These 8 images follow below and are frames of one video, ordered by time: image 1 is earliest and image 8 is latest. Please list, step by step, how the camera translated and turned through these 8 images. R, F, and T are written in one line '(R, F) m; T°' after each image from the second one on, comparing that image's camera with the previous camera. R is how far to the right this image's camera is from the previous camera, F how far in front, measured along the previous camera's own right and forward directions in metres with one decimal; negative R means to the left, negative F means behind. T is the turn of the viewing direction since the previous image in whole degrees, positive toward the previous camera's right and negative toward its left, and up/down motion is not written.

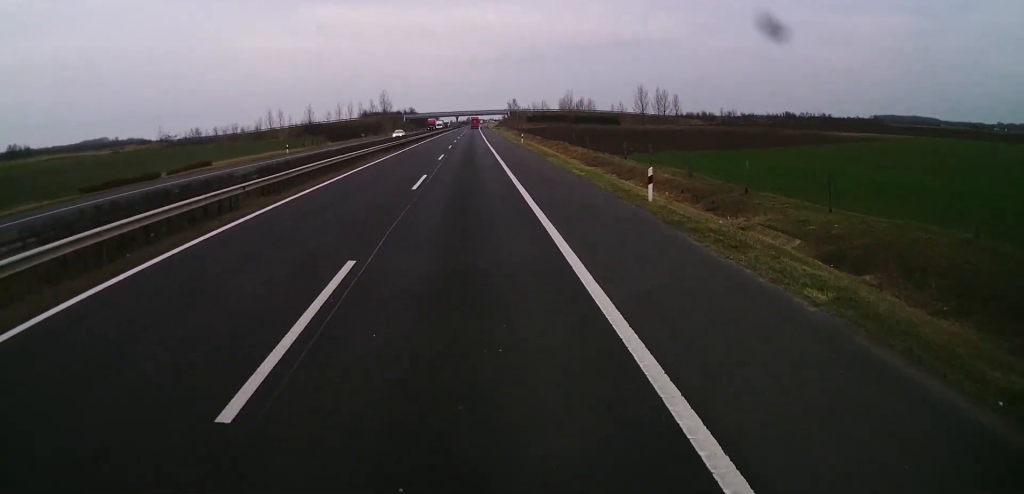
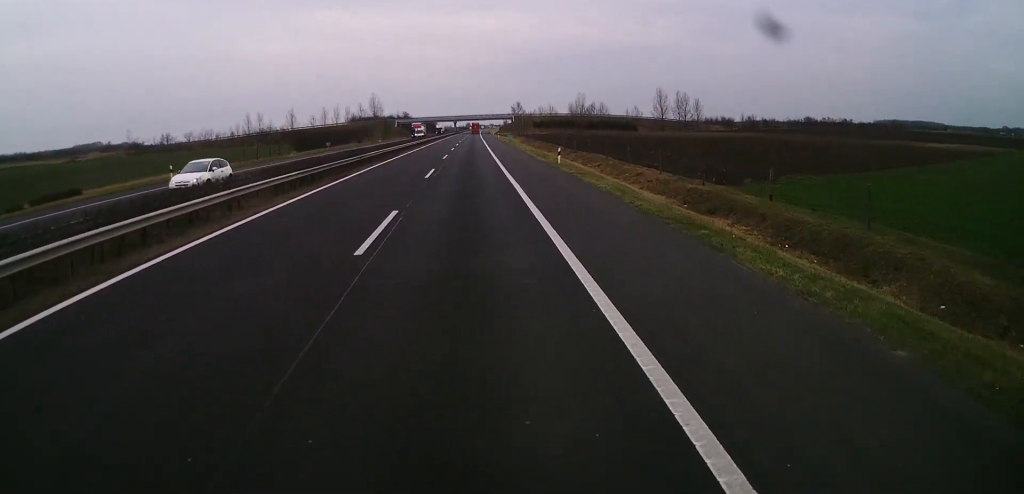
(-0.1, +29.3) m; -1°
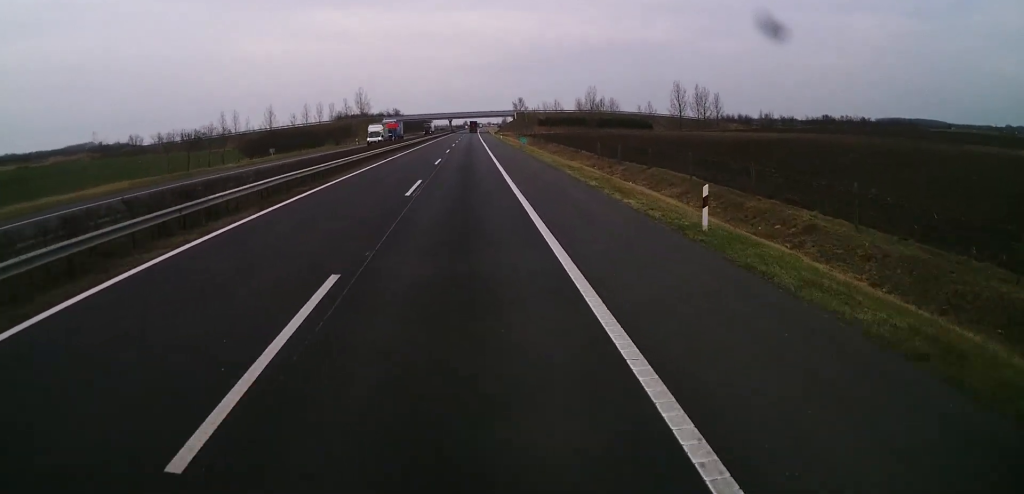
(0.0, +25.4) m; +1°
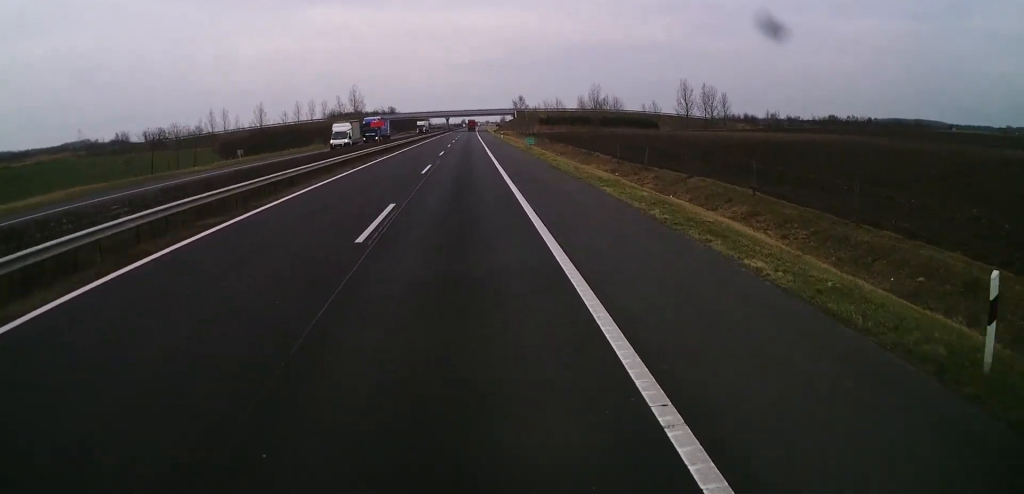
(+0.1, +9.2) m; 0°
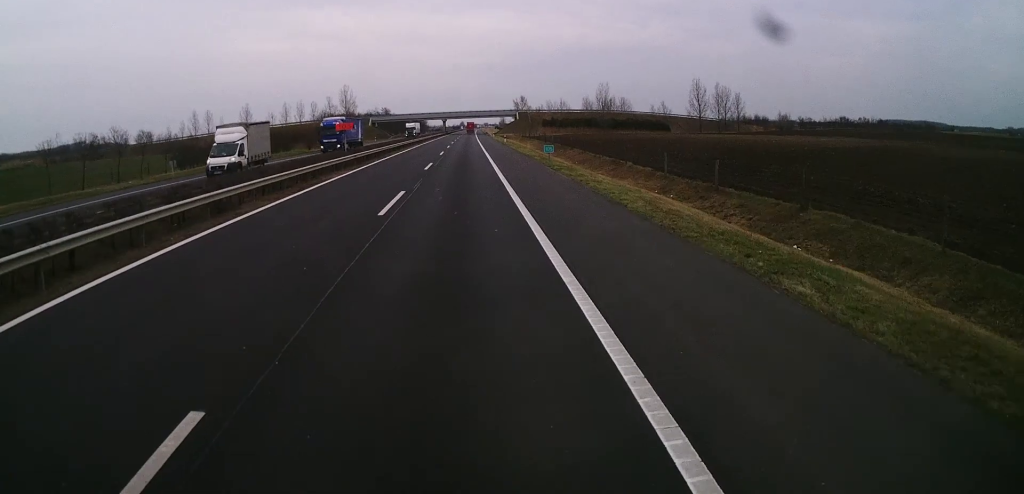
(+0.1, +13.9) m; 0°
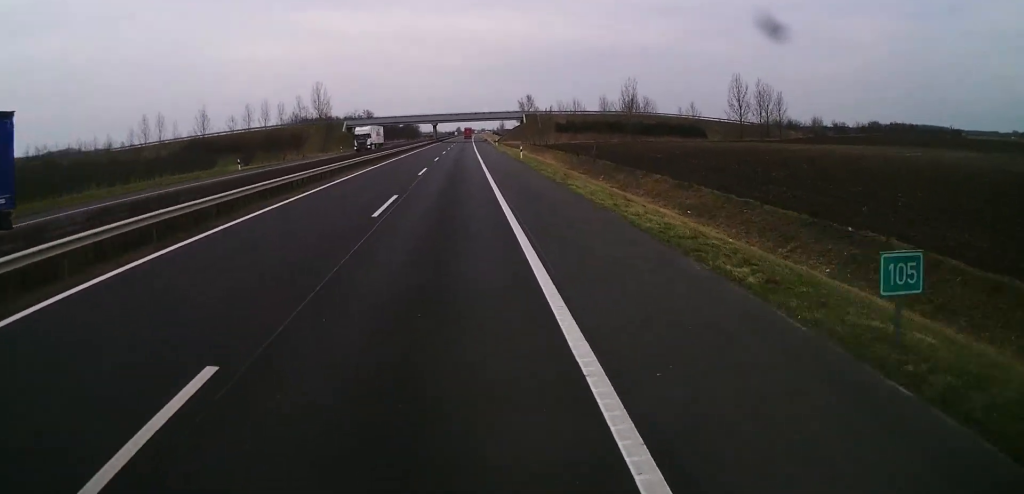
(+0.1, +34.7) m; 0°
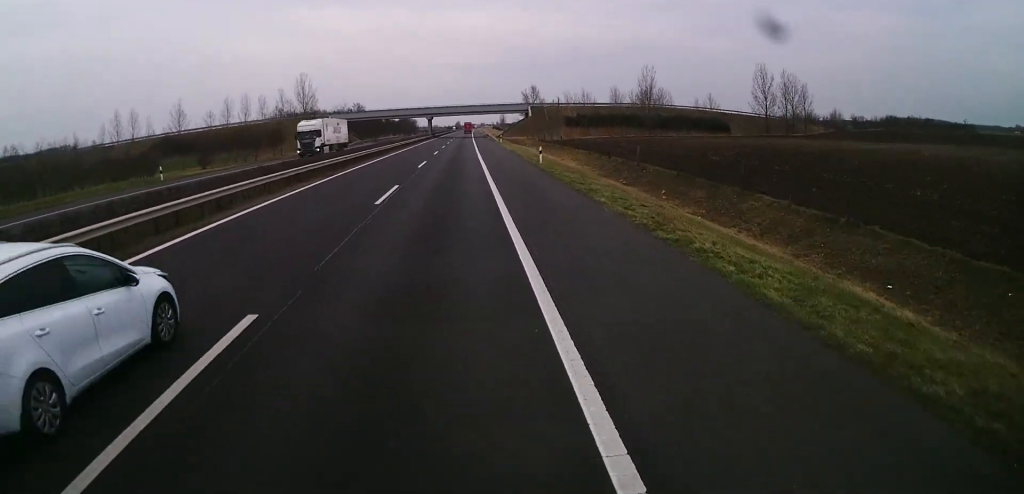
(0.0, +16.2) m; 0°
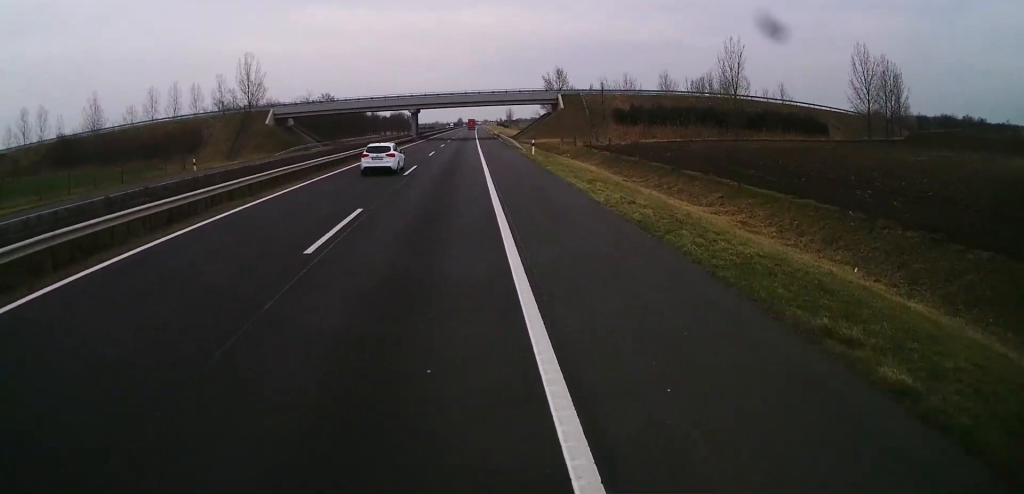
(+0.4, +43.9) m; 0°
